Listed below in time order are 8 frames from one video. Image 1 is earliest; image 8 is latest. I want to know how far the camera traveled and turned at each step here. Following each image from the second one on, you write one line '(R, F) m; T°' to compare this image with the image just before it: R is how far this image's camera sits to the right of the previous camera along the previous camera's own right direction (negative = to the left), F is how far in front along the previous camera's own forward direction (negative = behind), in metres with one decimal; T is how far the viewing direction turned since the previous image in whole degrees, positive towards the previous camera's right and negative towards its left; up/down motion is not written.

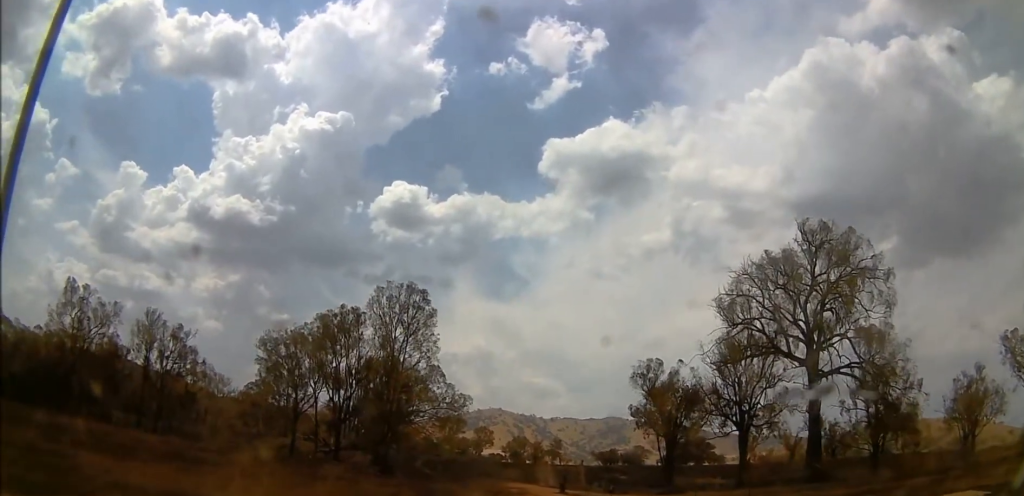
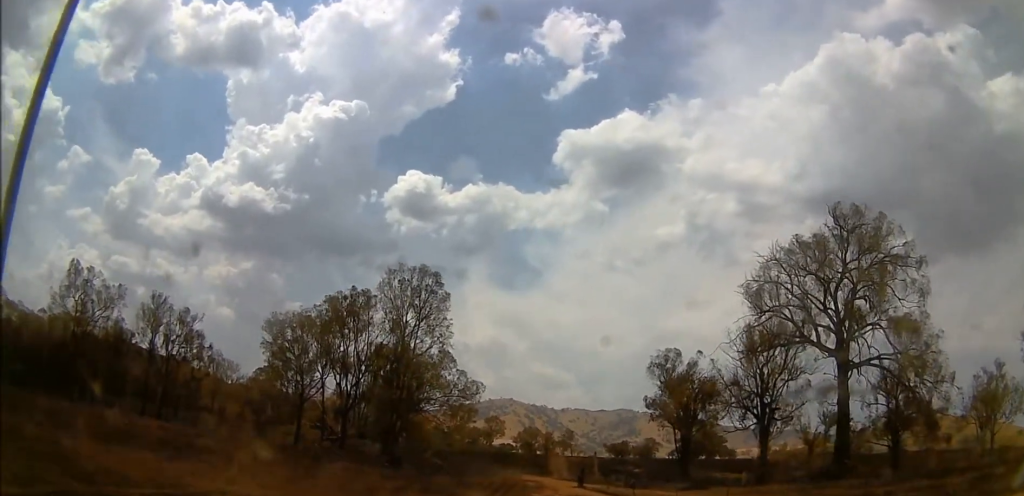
(-0.1, +2.6) m; -2°
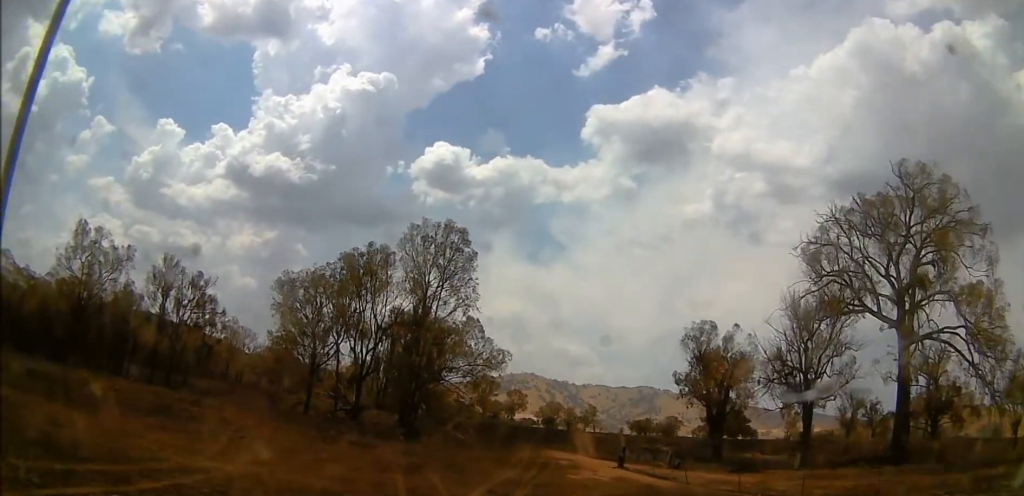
(-0.2, +5.3) m; -2°
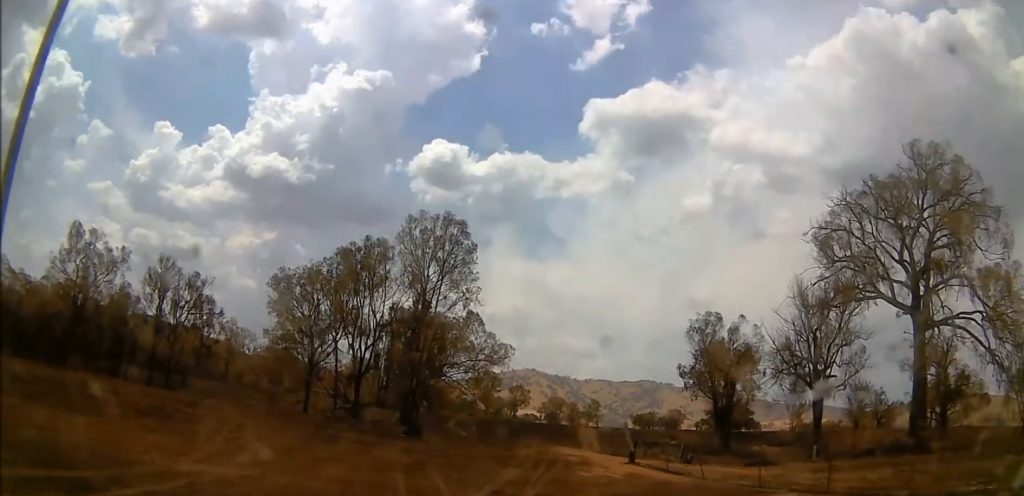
(0.0, +1.9) m; 0°
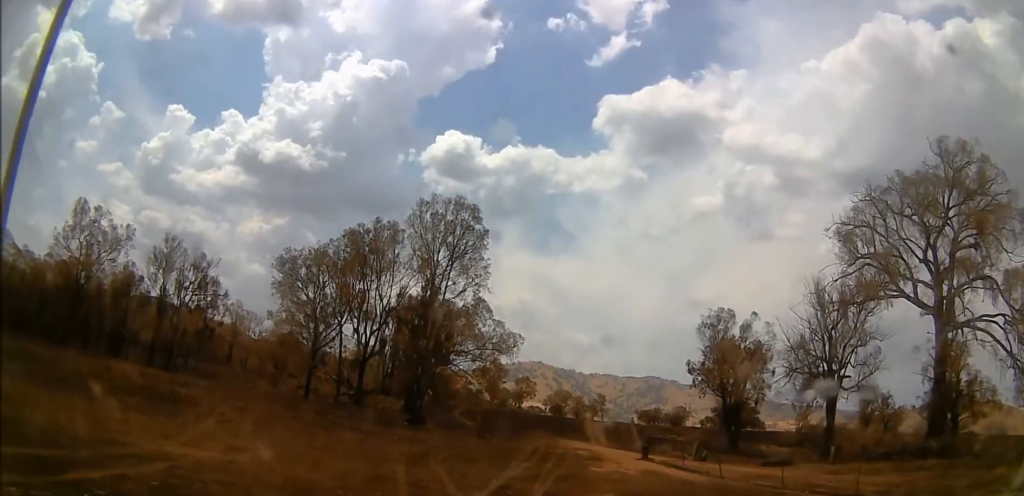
(0.0, +1.9) m; +1°
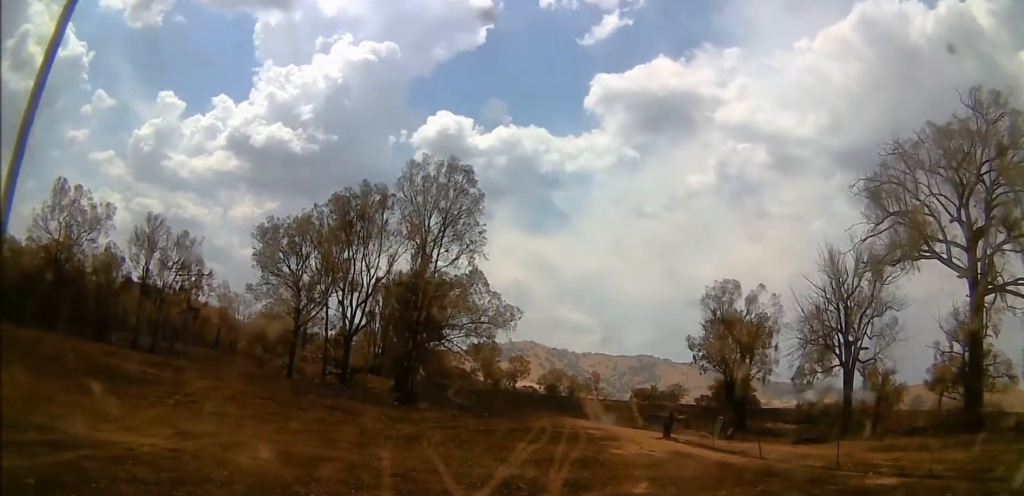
(+0.1, +5.2) m; 0°
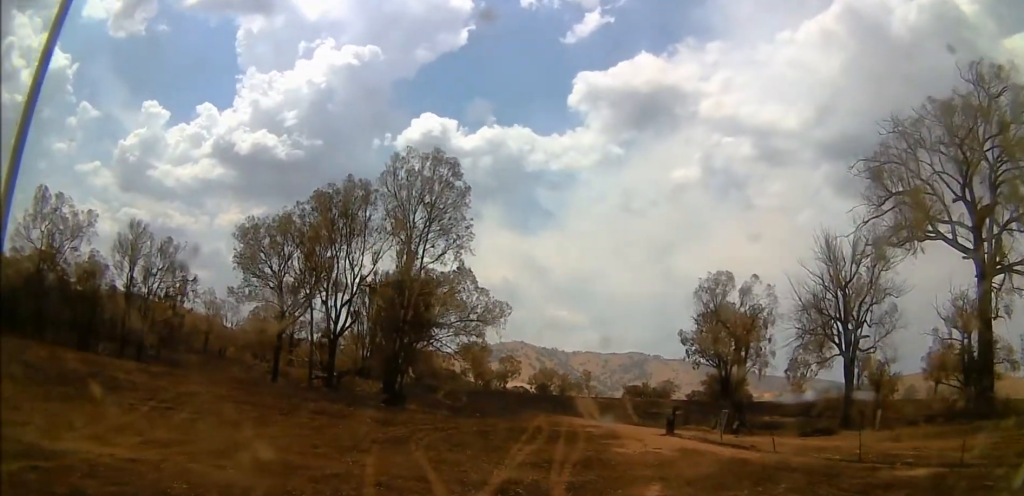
(0.0, +1.9) m; +1°
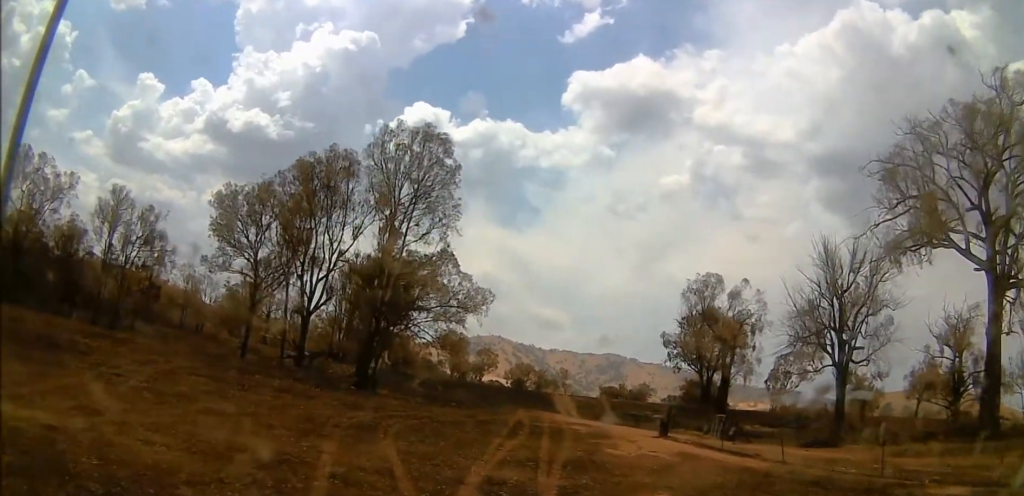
(0.0, +2.5) m; +3°
